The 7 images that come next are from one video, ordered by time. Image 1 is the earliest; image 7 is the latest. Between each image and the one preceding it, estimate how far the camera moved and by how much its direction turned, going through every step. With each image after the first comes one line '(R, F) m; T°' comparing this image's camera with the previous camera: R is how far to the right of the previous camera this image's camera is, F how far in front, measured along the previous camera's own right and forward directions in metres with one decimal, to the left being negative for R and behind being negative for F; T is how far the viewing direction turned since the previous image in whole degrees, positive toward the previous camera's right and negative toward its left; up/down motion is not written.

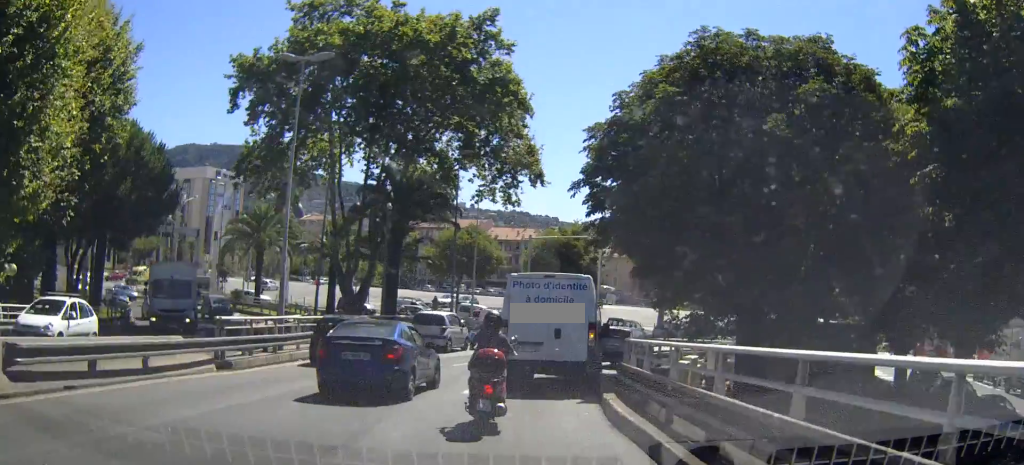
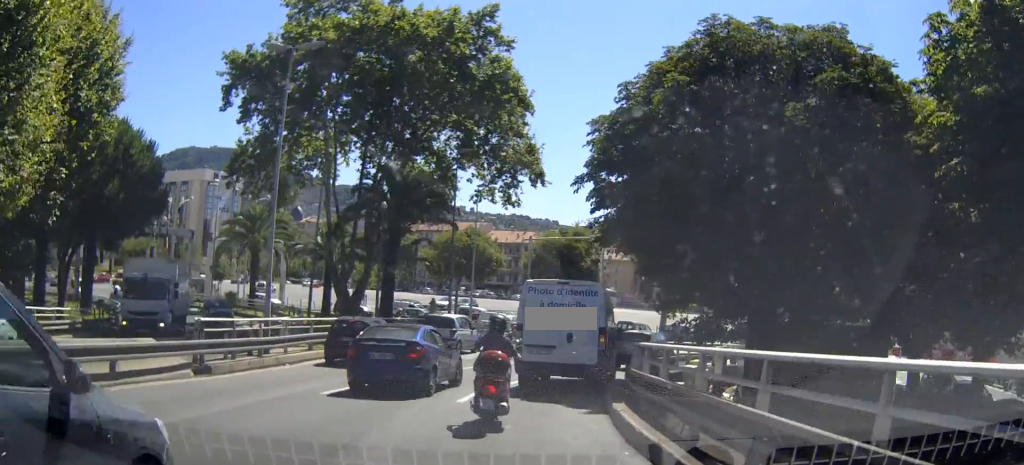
(0.0, +1.3) m; 0°
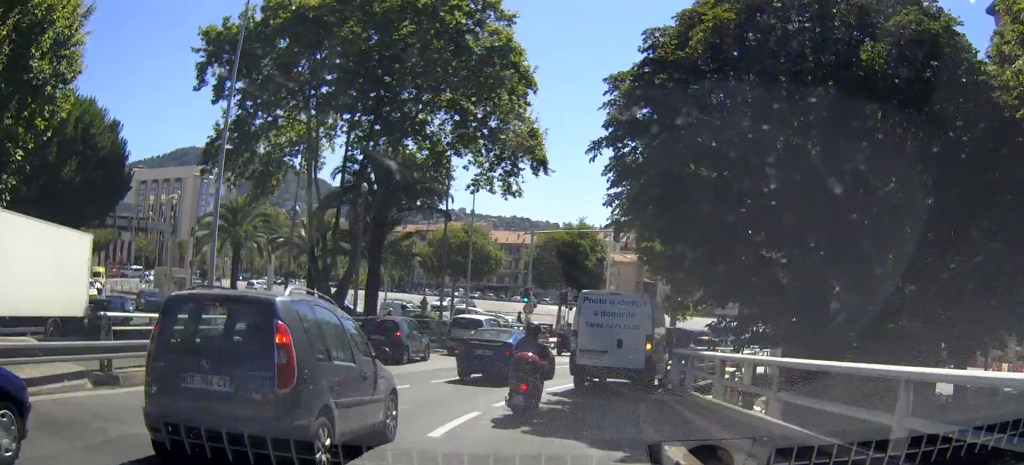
(0.0, +3.9) m; +1°
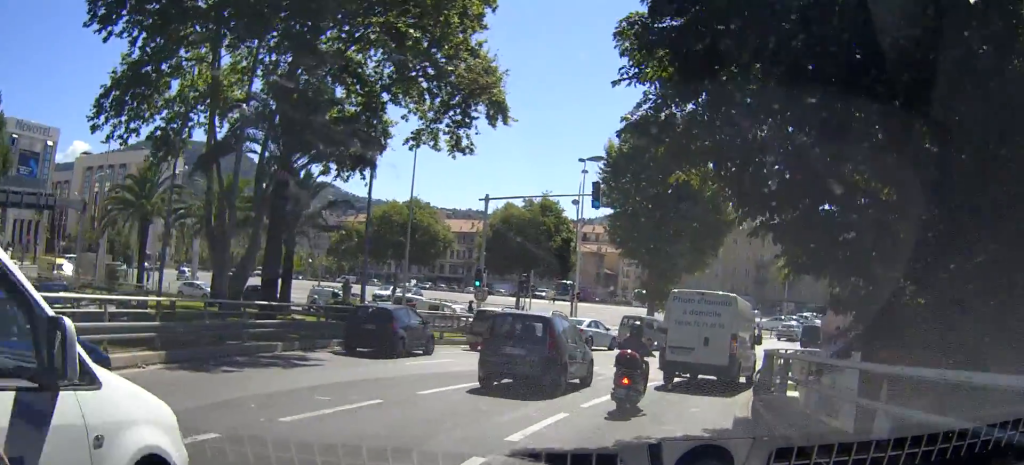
(+0.1, +8.2) m; +4°
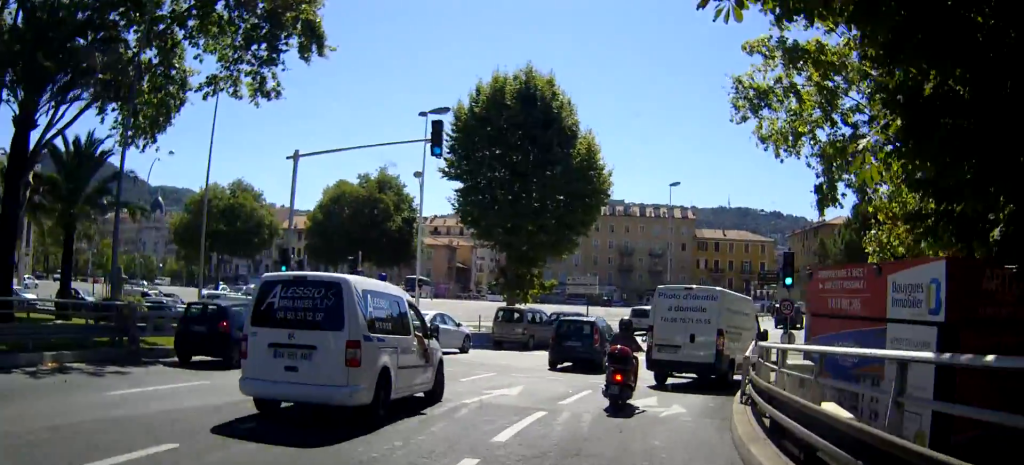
(+0.5, +8.4) m; +8°
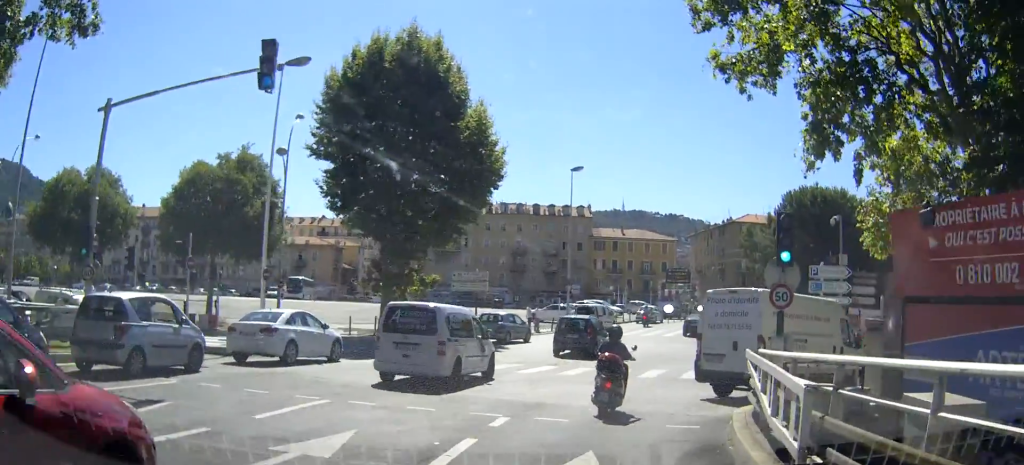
(+0.6, +5.6) m; +12°
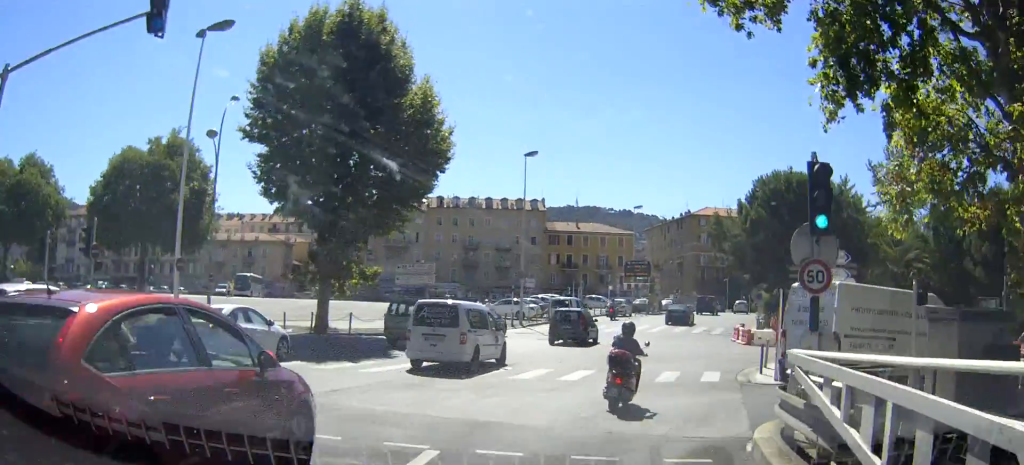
(0.0, +2.7) m; +7°
